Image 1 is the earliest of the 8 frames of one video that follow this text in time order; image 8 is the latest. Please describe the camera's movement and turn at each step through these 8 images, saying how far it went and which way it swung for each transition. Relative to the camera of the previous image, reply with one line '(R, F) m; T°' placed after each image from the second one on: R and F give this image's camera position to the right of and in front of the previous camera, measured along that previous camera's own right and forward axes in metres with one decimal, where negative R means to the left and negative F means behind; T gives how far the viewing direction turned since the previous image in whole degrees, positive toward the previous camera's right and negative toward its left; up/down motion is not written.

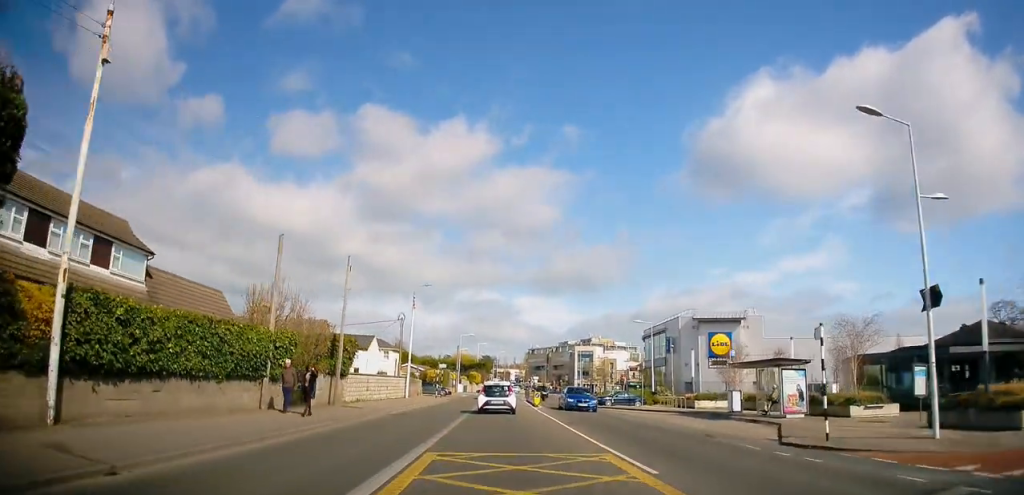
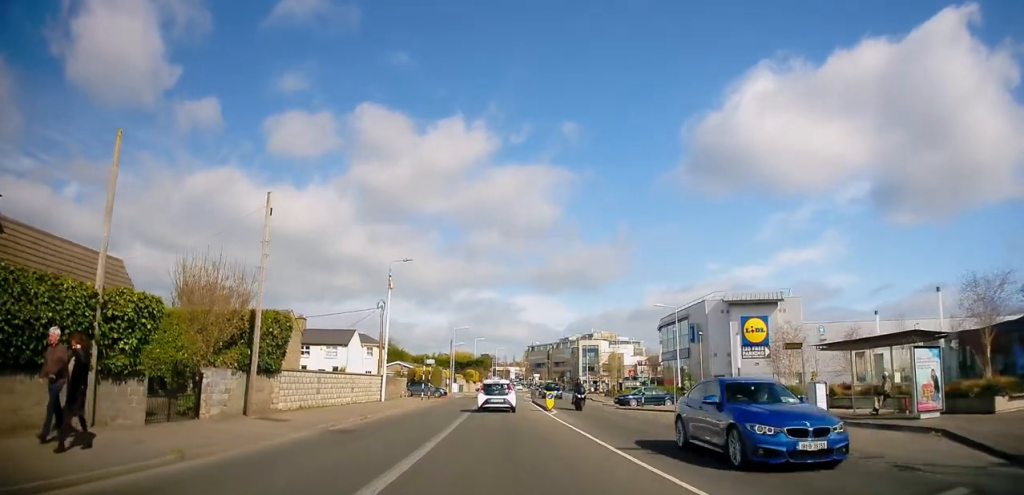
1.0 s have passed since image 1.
(-0.1, +9.4) m; -1°
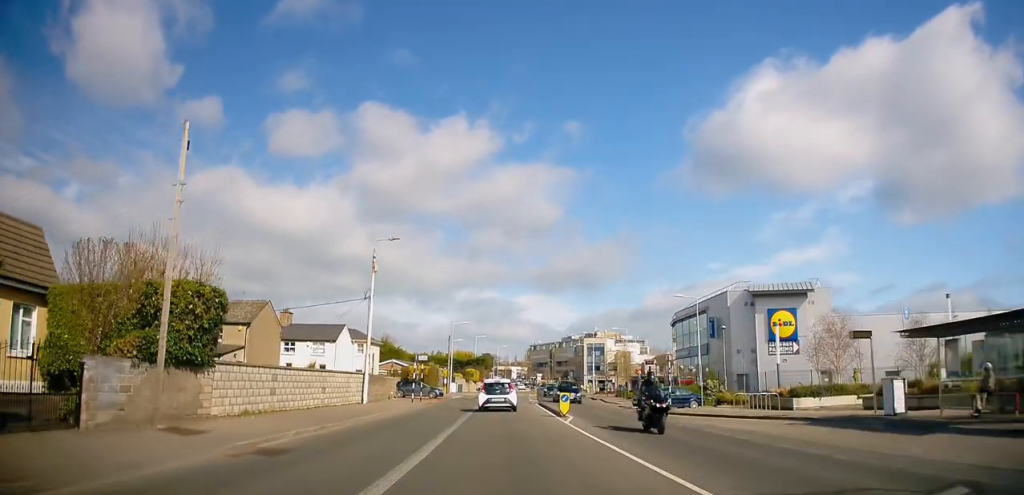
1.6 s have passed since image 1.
(0.0, +5.4) m; 0°
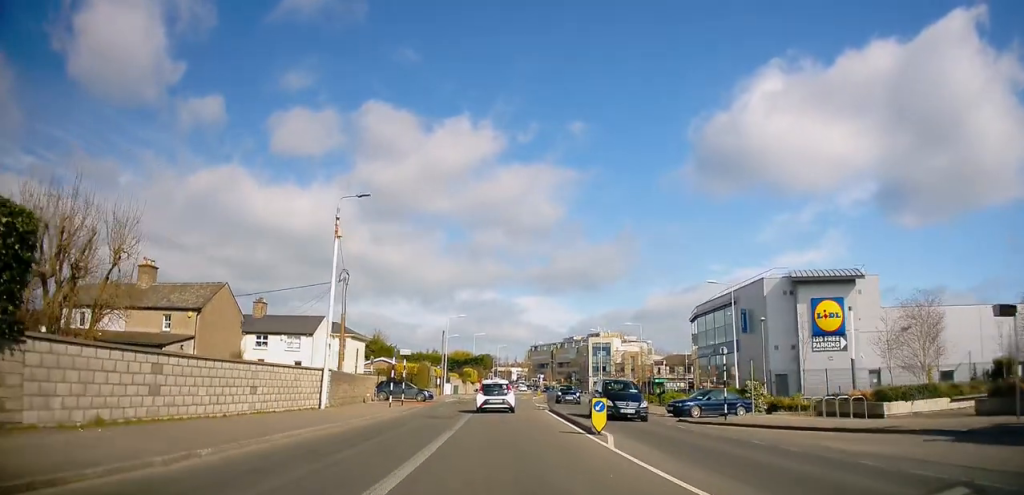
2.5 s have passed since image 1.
(+0.2, +7.7) m; 0°
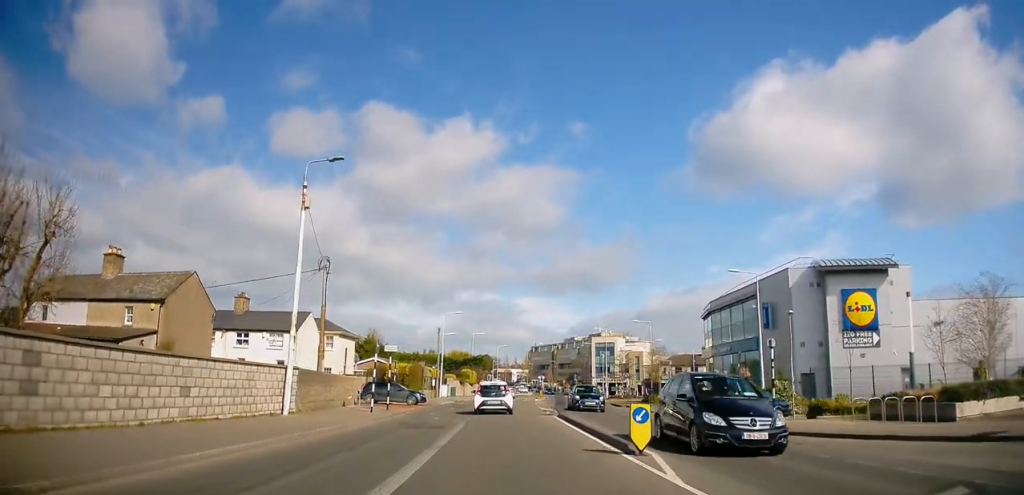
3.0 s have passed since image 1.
(-0.1, +4.1) m; 0°
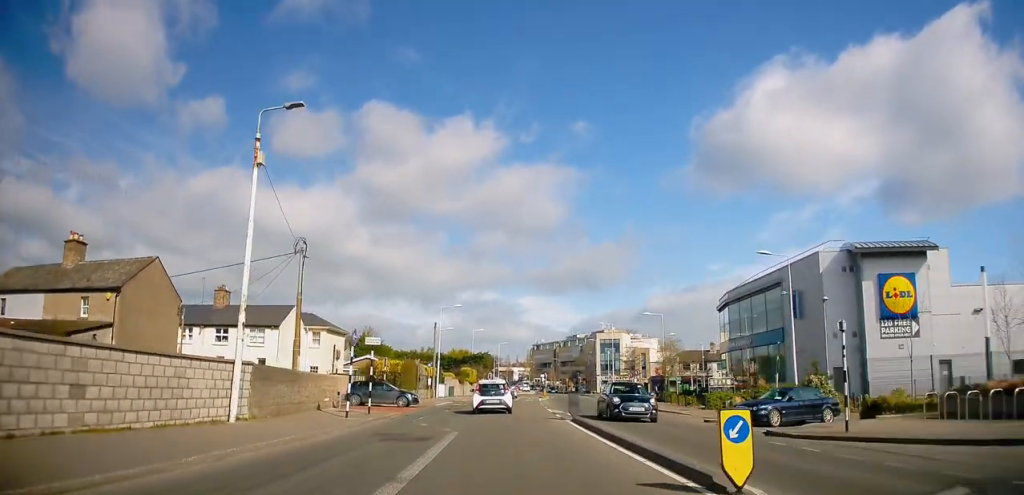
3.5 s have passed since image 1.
(-0.1, +4.4) m; 0°
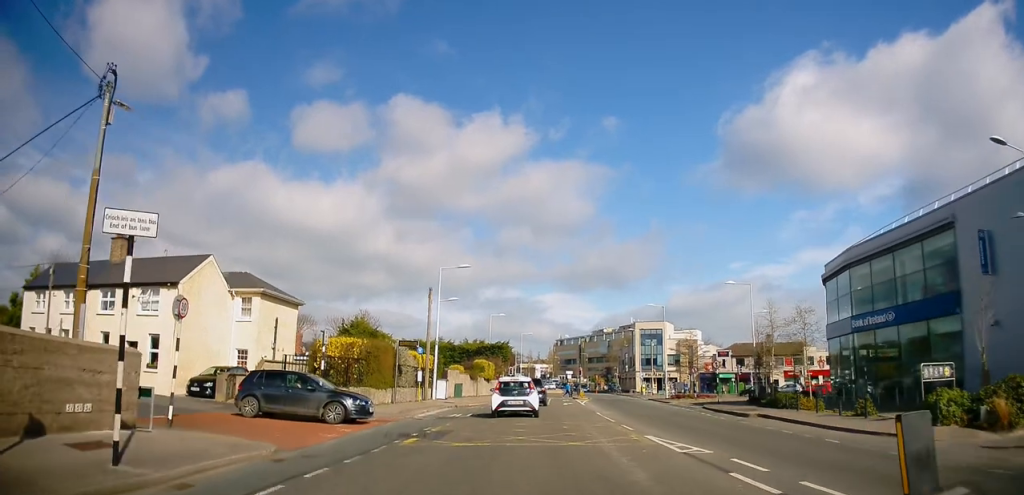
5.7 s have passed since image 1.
(+0.5, +17.4) m; -3°
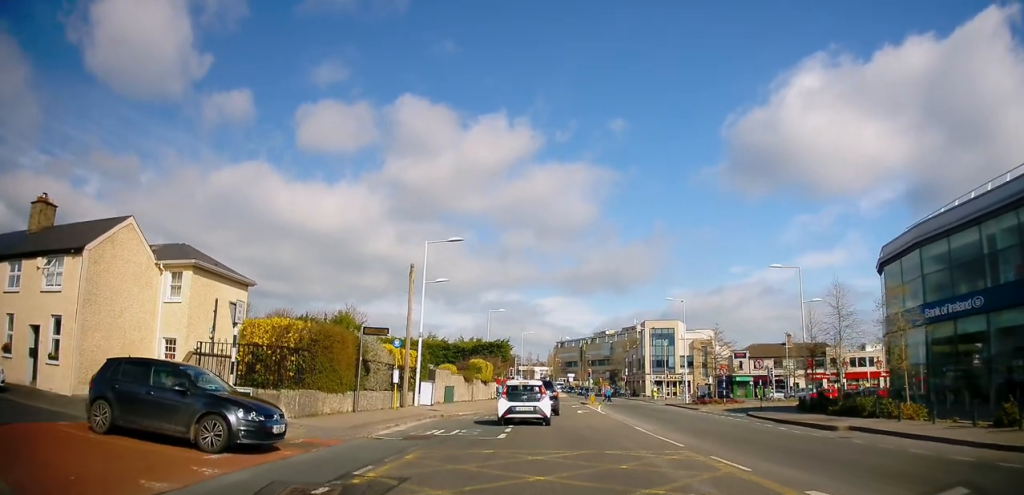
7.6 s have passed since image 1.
(-0.3, +10.4) m; 0°
